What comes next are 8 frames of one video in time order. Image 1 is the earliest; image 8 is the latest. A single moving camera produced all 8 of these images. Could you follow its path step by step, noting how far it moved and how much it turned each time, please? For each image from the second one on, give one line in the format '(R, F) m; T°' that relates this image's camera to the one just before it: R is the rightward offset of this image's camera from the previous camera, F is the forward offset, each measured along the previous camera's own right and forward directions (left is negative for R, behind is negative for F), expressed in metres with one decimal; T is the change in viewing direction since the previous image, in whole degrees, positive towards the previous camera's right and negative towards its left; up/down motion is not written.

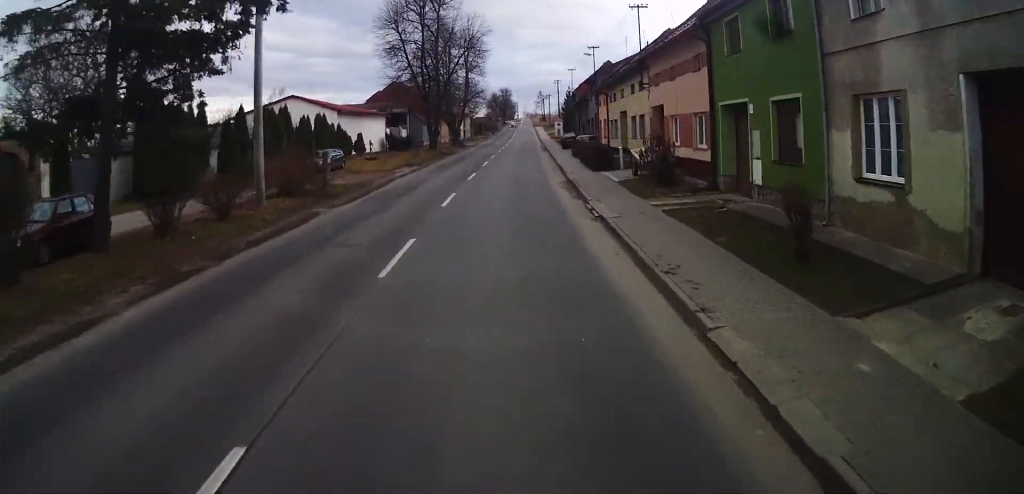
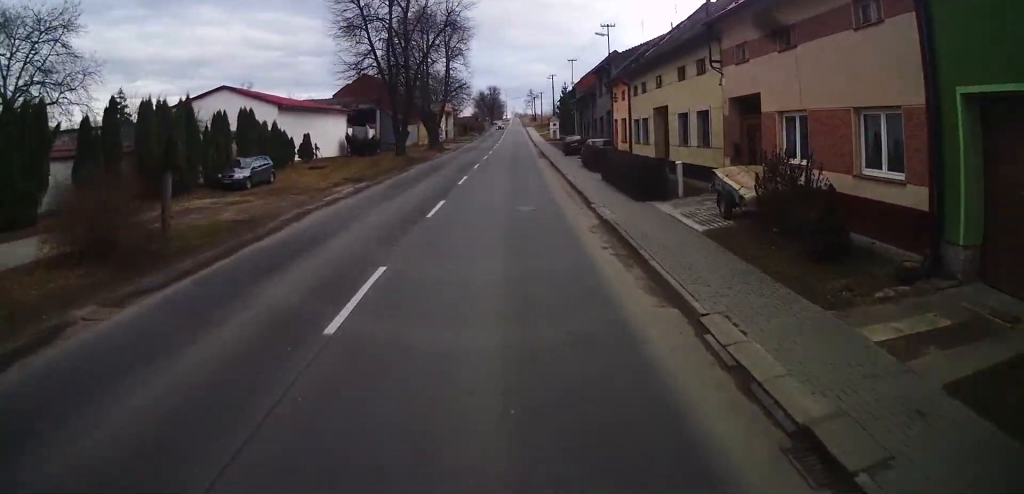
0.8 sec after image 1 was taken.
(+0.6, +12.1) m; +3°
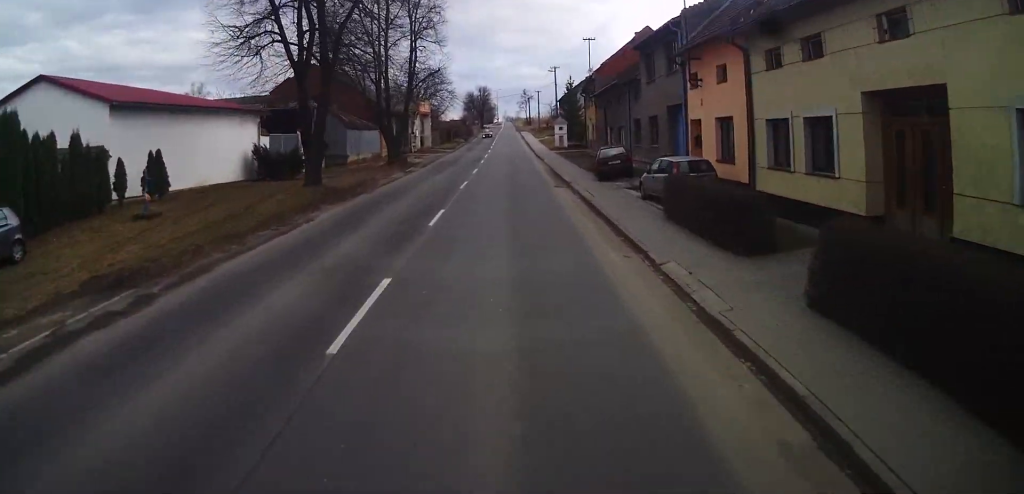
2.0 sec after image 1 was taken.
(+0.4, +18.7) m; +1°
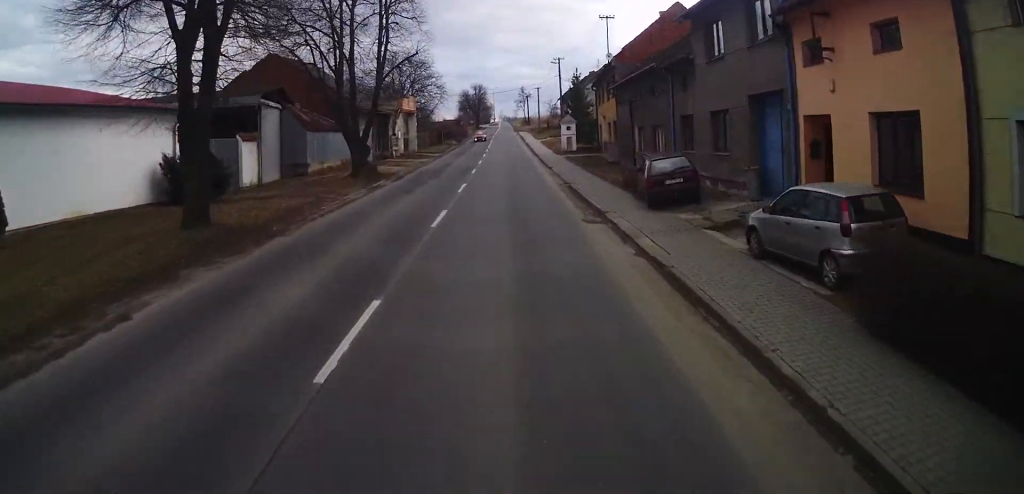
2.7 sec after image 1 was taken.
(0.0, +9.6) m; 0°
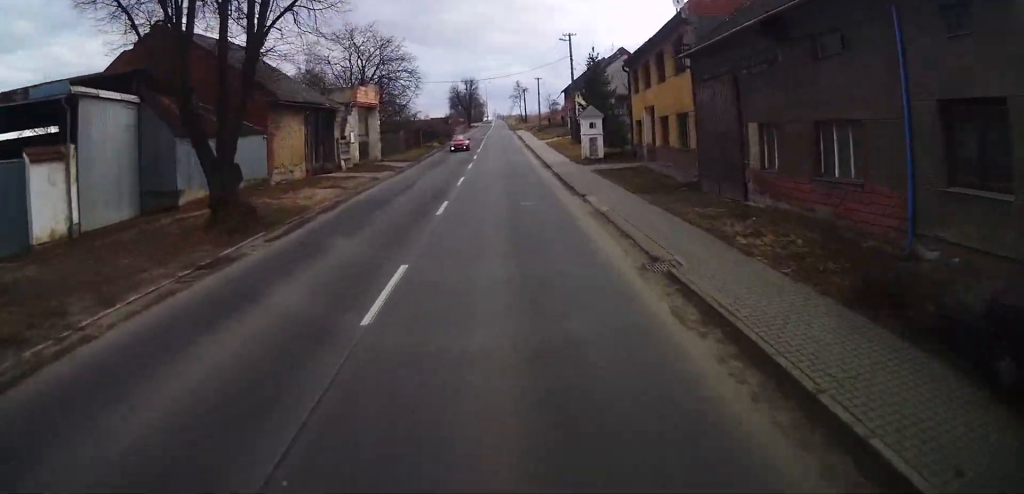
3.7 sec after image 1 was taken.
(0.0, +16.1) m; 0°
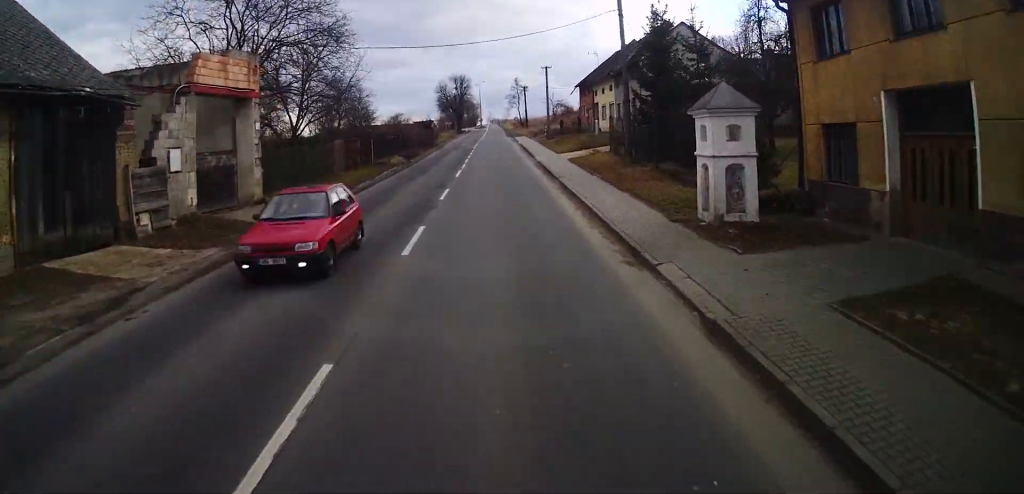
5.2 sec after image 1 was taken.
(0.0, +22.2) m; 0°
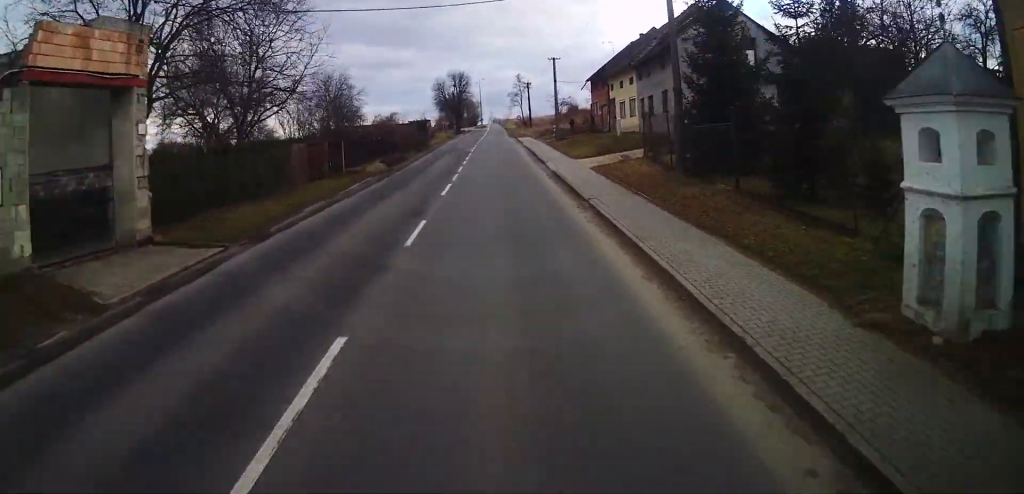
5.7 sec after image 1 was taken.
(0.0, +8.2) m; 0°
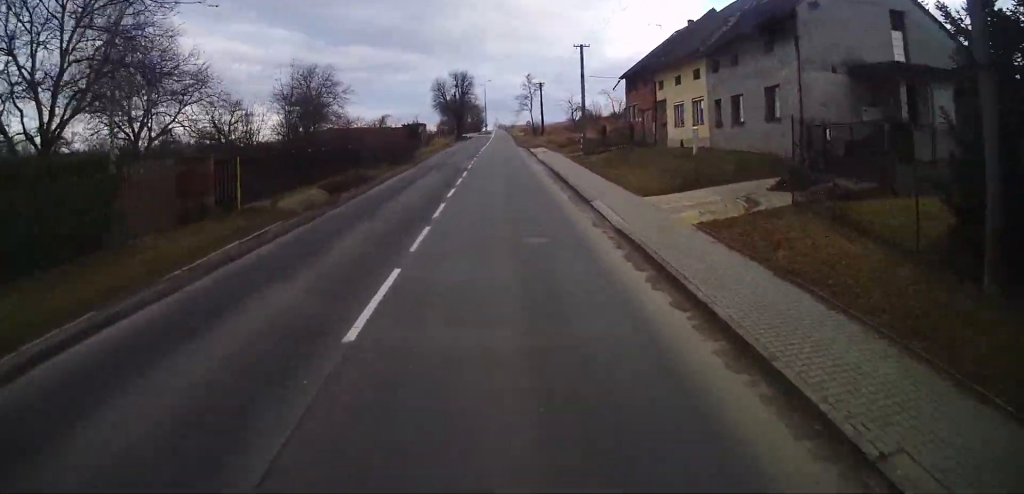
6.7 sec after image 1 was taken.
(0.0, +14.4) m; 0°
